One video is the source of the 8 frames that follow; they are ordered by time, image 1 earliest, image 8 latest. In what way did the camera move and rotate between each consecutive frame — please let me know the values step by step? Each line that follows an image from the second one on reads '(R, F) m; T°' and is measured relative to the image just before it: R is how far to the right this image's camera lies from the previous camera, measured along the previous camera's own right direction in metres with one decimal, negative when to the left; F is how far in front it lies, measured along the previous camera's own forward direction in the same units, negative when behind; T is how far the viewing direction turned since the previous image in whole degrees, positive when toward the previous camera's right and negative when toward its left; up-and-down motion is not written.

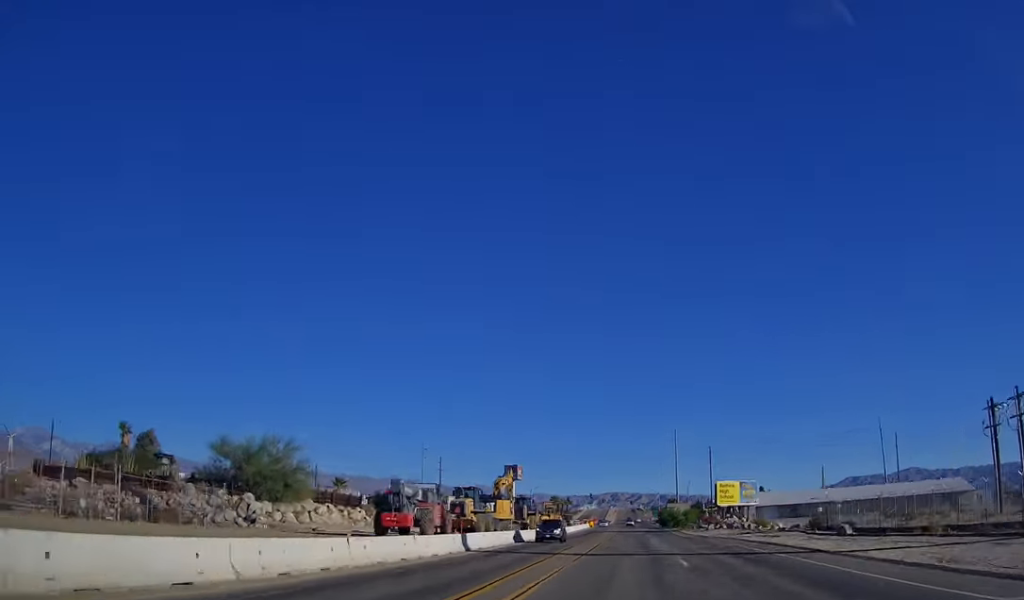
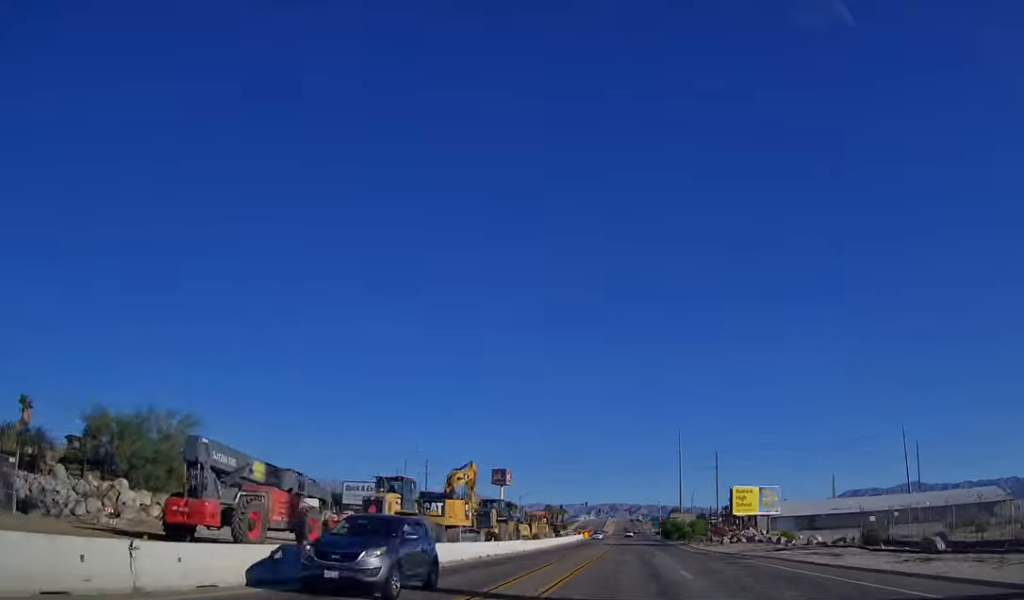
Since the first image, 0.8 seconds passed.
(+0.4, +15.0) m; 0°
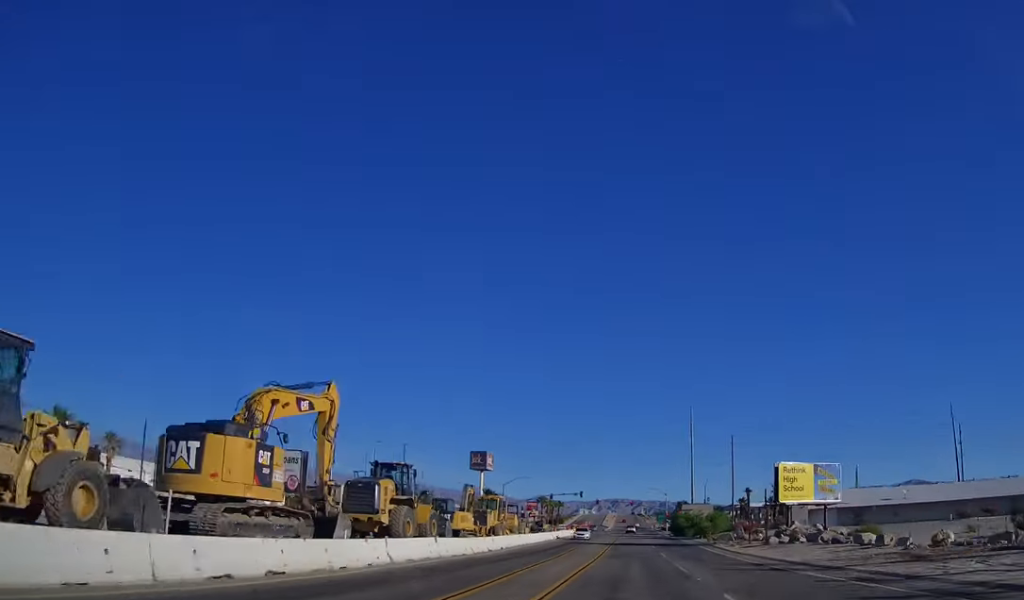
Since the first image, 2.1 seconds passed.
(+0.1, +23.3) m; 0°
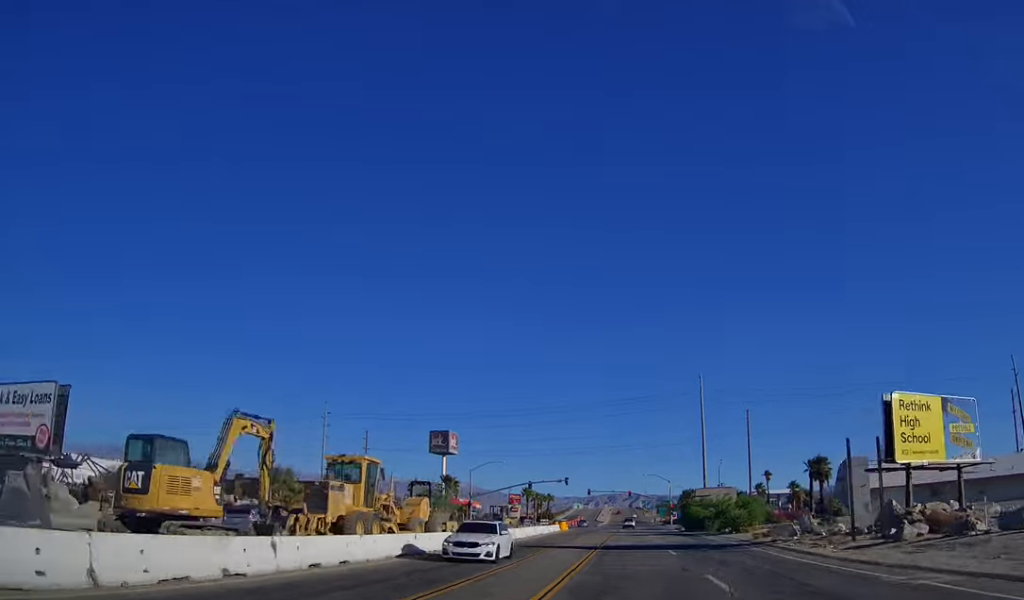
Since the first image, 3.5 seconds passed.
(-0.6, +25.1) m; 0°
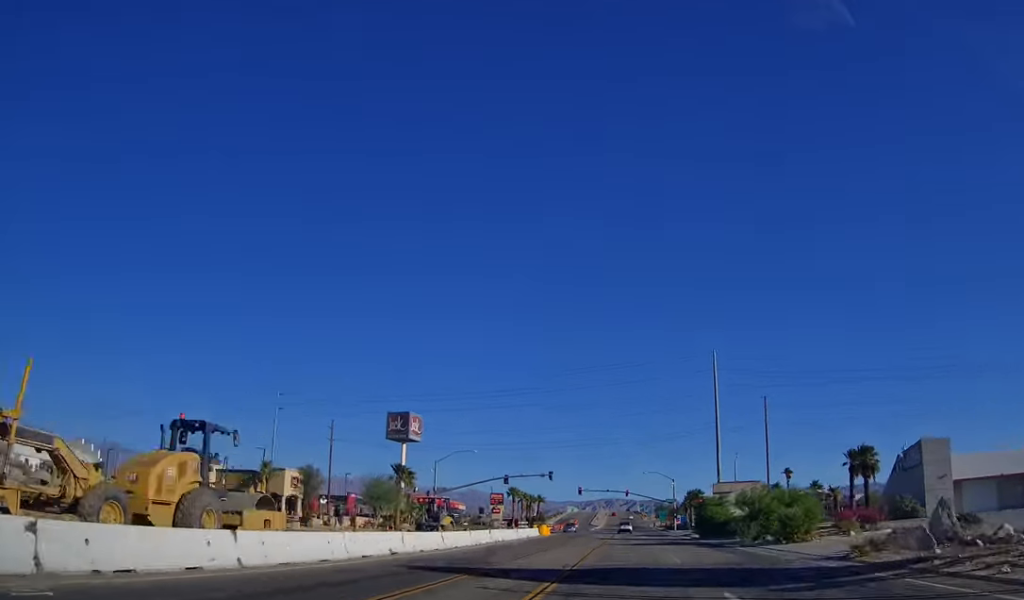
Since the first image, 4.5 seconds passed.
(+0.2, +17.8) m; +1°
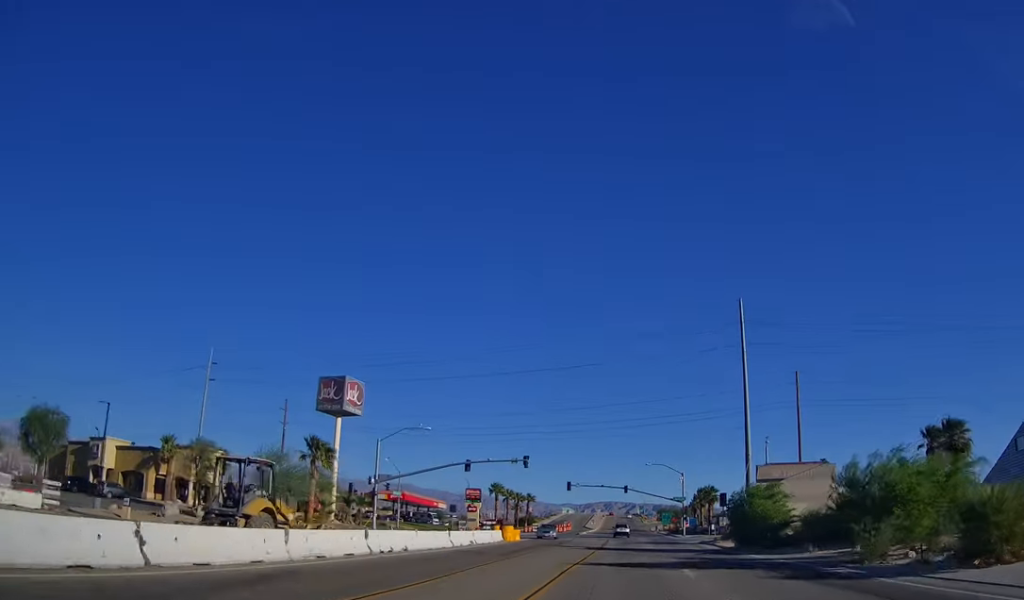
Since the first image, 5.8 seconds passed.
(+0.1, +20.5) m; +1°
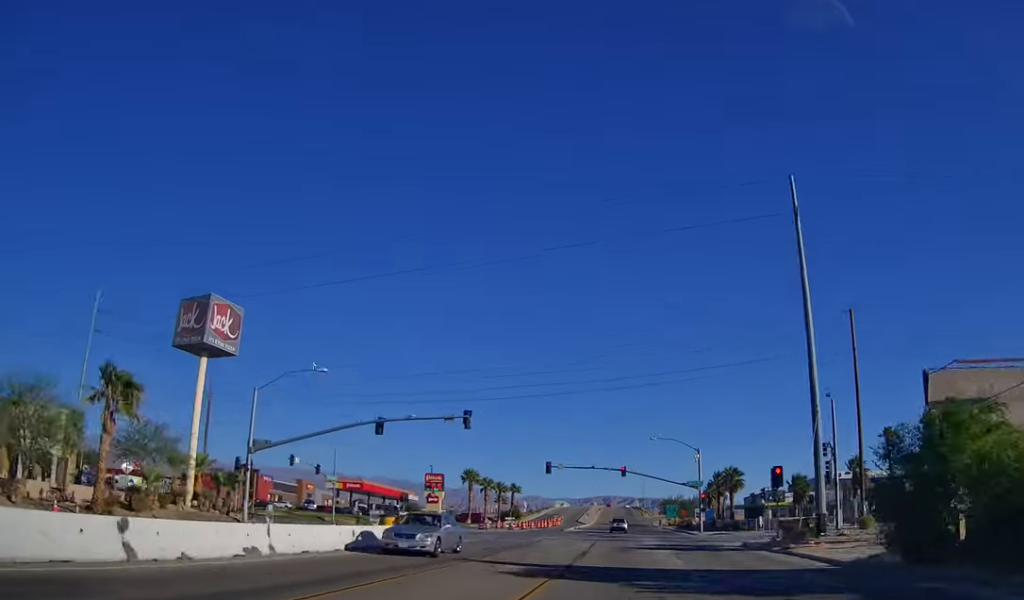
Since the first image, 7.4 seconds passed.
(+0.4, +23.3) m; 0°
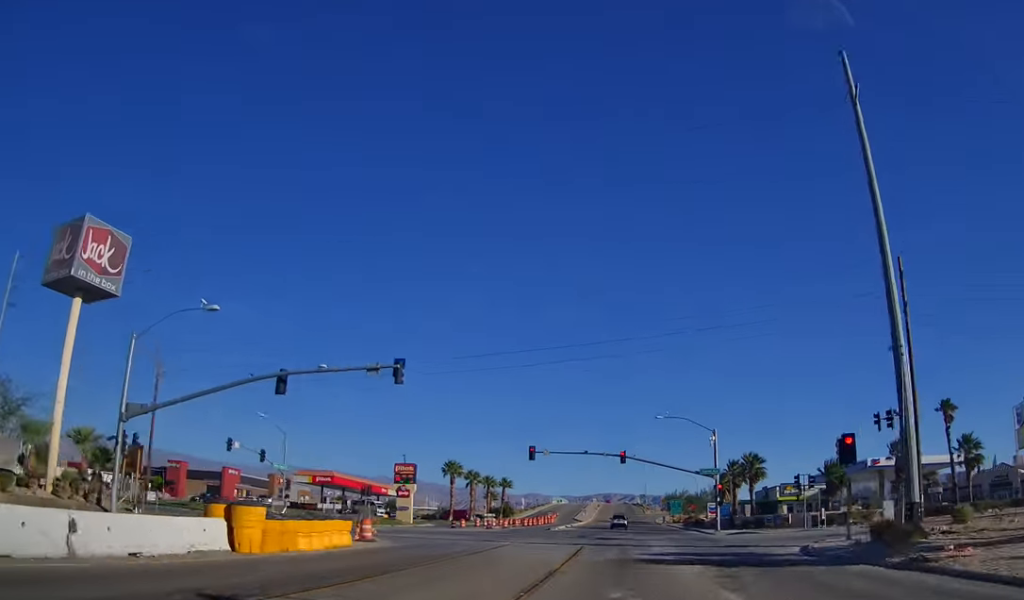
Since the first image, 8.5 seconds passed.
(-0.3, +12.9) m; -2°
